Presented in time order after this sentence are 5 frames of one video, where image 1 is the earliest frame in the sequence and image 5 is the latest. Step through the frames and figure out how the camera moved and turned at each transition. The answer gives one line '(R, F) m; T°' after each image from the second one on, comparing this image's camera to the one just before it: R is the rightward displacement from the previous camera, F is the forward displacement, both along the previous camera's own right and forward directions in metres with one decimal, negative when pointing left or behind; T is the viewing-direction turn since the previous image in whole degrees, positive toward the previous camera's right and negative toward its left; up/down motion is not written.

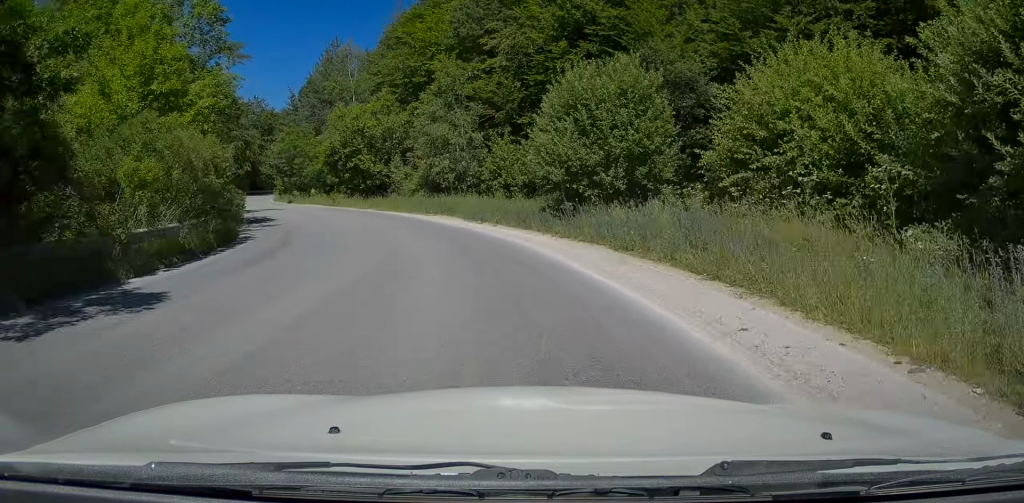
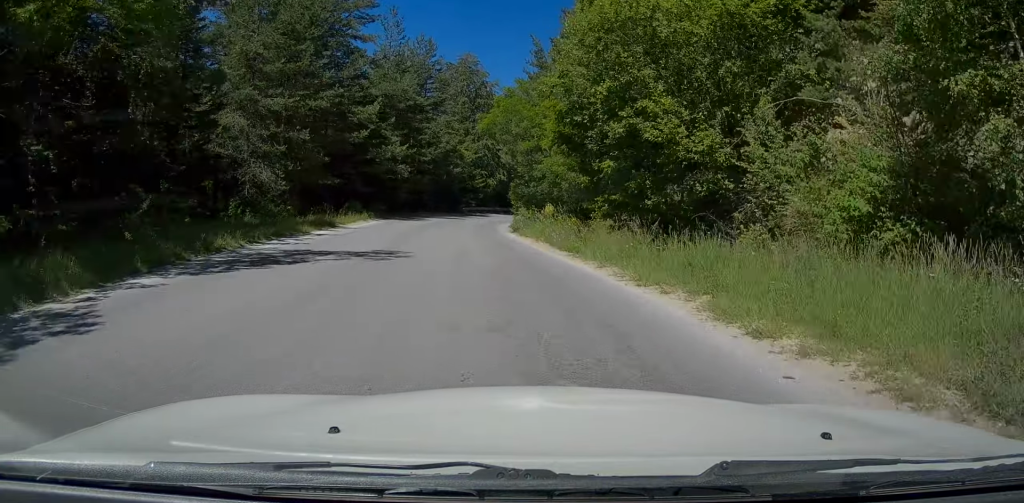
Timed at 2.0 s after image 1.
(-7.3, +27.8) m; -23°
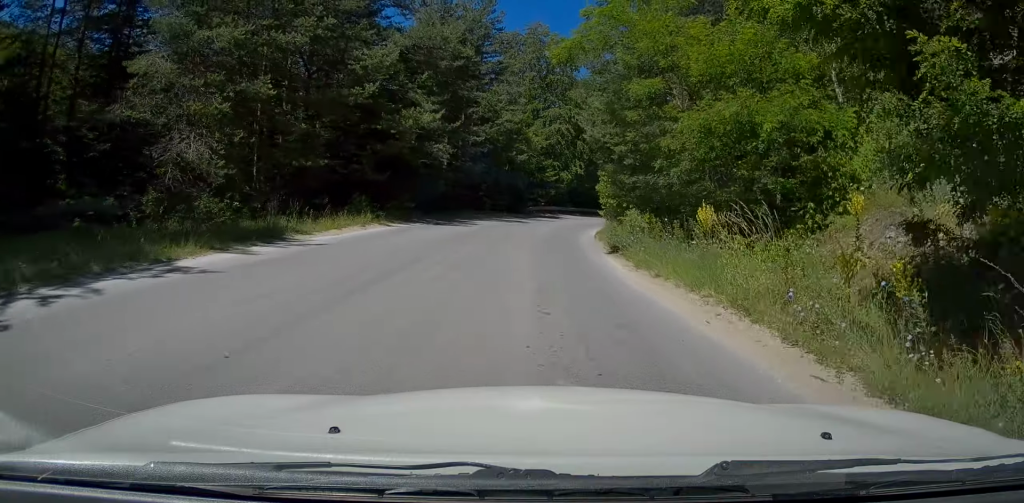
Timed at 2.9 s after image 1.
(-0.2, +13.7) m; -2°
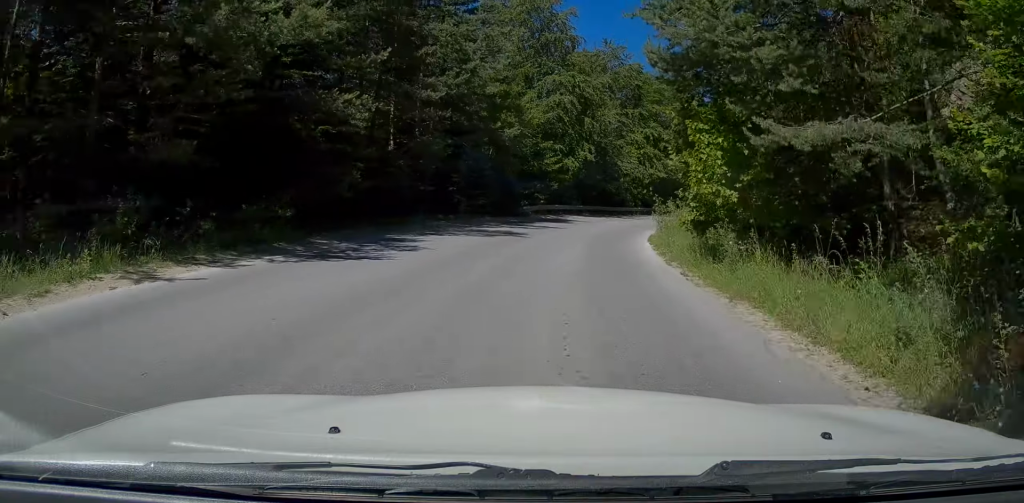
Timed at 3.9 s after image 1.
(-0.3, +15.2) m; 0°
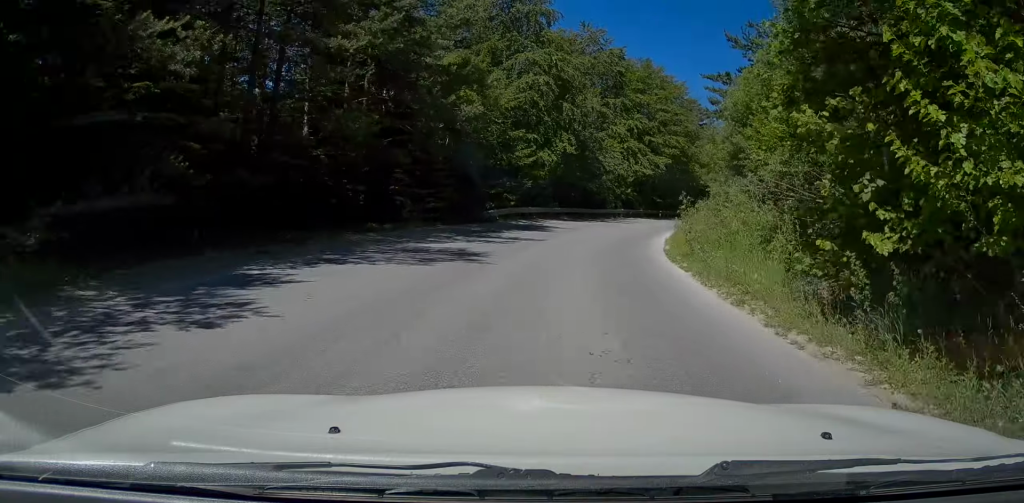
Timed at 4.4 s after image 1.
(0.0, +7.5) m; +2°
